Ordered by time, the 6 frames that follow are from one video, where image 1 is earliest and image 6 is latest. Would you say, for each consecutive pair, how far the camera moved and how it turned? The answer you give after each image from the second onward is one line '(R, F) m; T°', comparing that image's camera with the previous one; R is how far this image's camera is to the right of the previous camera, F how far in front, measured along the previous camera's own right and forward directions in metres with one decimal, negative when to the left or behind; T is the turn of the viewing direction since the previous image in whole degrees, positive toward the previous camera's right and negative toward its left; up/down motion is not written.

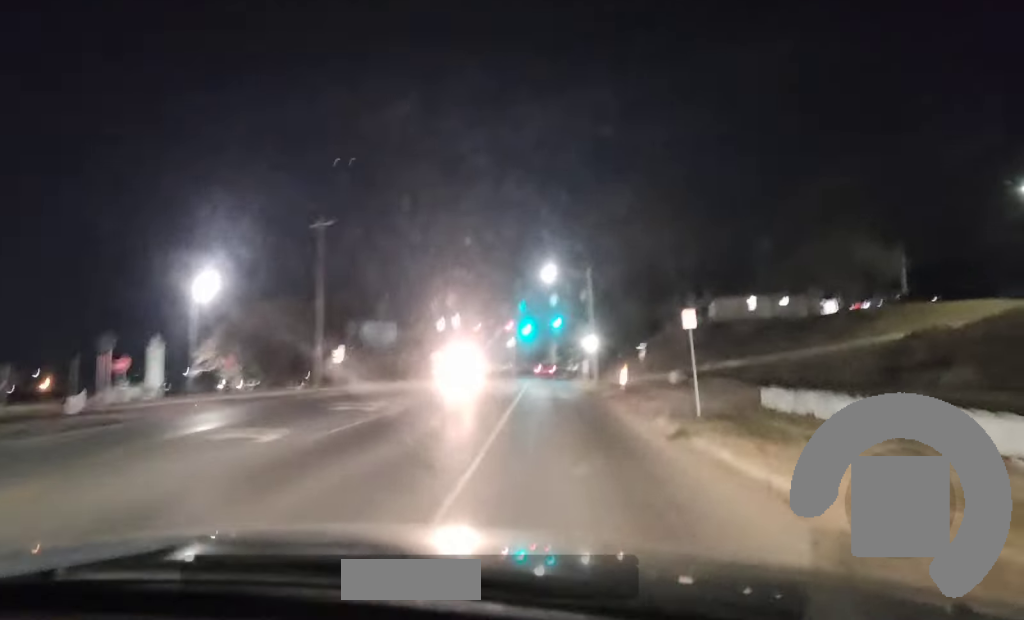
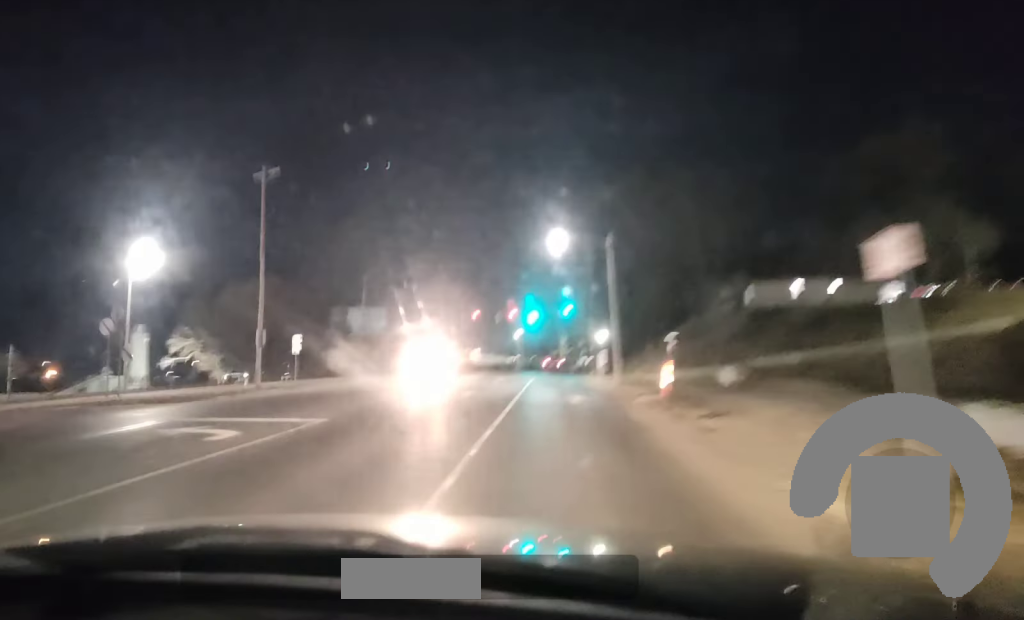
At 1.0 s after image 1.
(0.0, +12.9) m; -1°
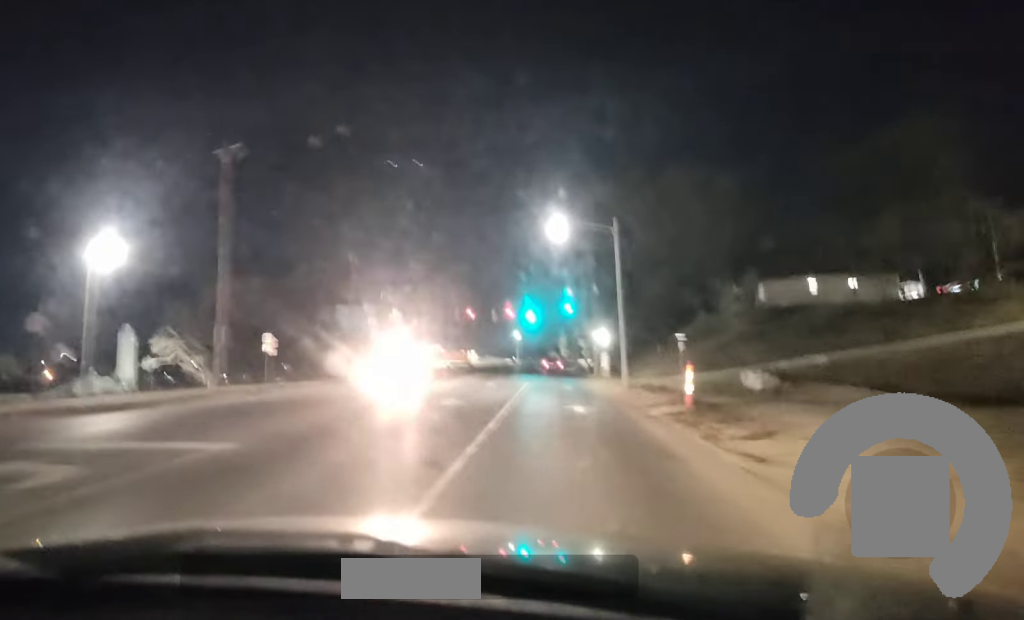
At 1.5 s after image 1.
(-0.1, +5.6) m; -1°
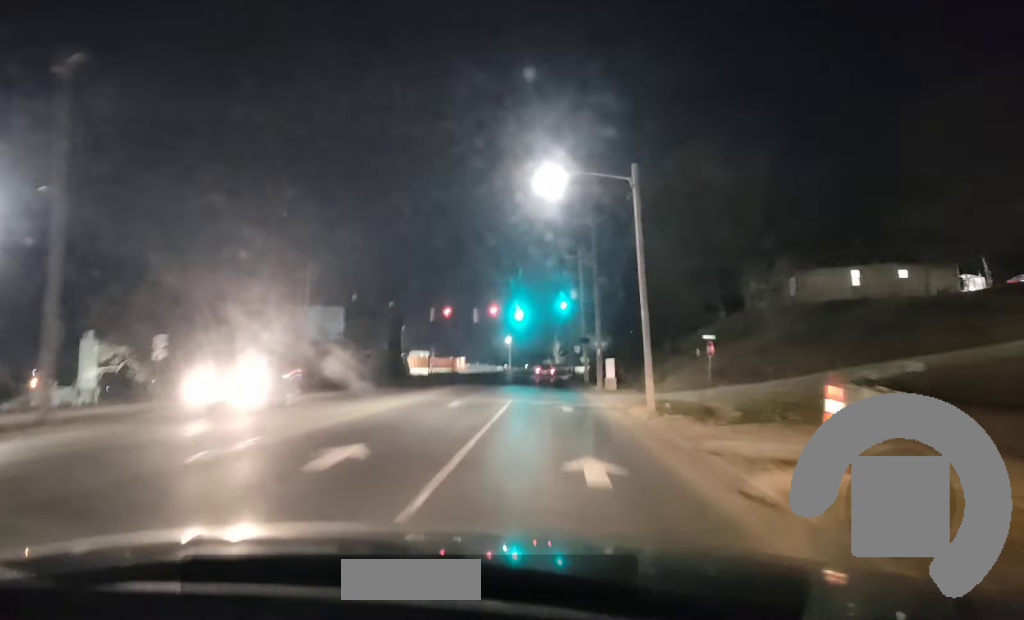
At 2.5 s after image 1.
(-0.1, +12.1) m; +1°
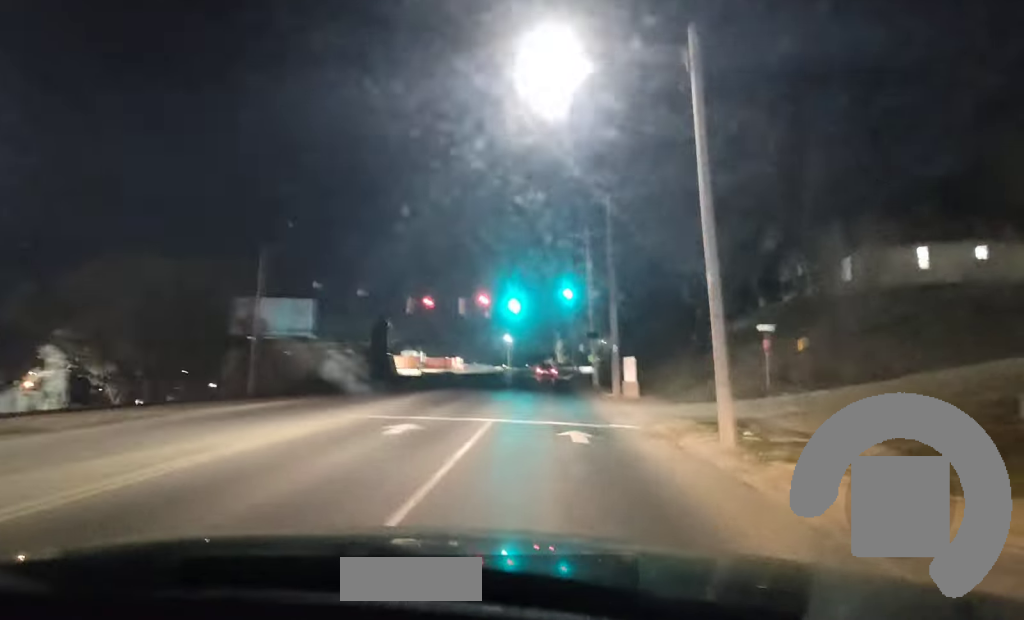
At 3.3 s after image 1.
(+0.2, +11.0) m; 0°
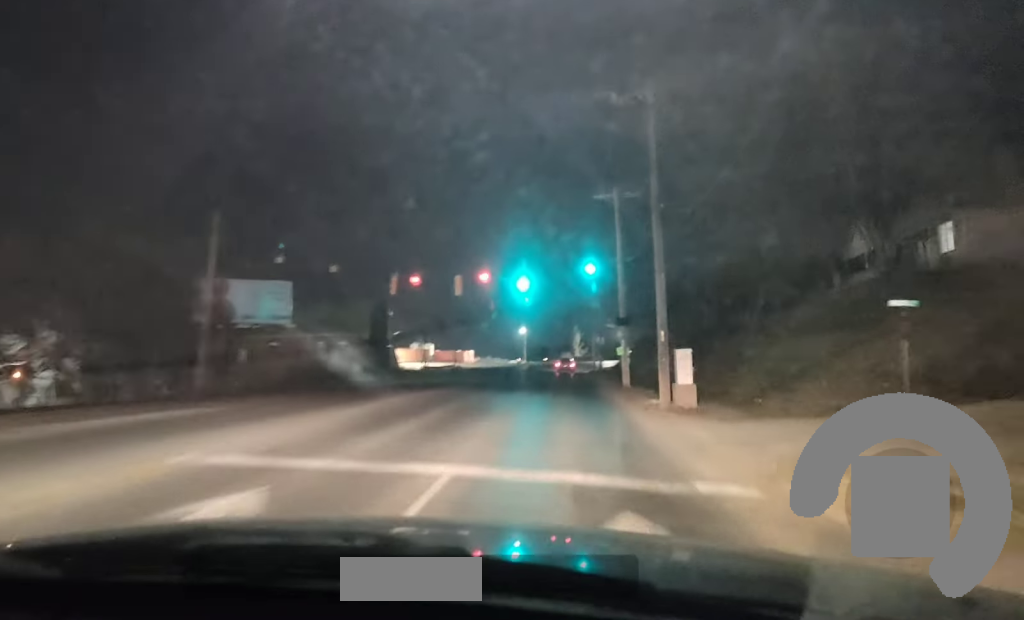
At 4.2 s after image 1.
(0.0, +11.7) m; 0°
